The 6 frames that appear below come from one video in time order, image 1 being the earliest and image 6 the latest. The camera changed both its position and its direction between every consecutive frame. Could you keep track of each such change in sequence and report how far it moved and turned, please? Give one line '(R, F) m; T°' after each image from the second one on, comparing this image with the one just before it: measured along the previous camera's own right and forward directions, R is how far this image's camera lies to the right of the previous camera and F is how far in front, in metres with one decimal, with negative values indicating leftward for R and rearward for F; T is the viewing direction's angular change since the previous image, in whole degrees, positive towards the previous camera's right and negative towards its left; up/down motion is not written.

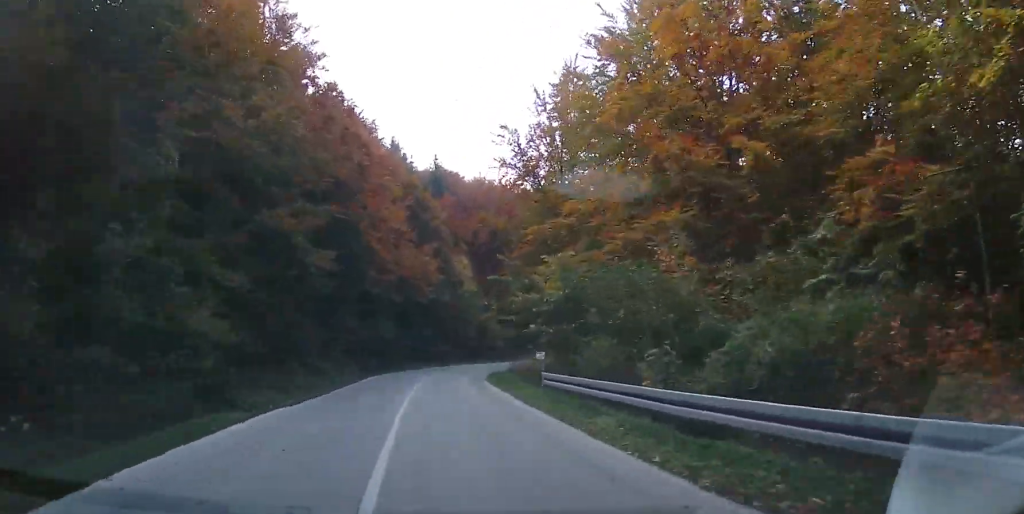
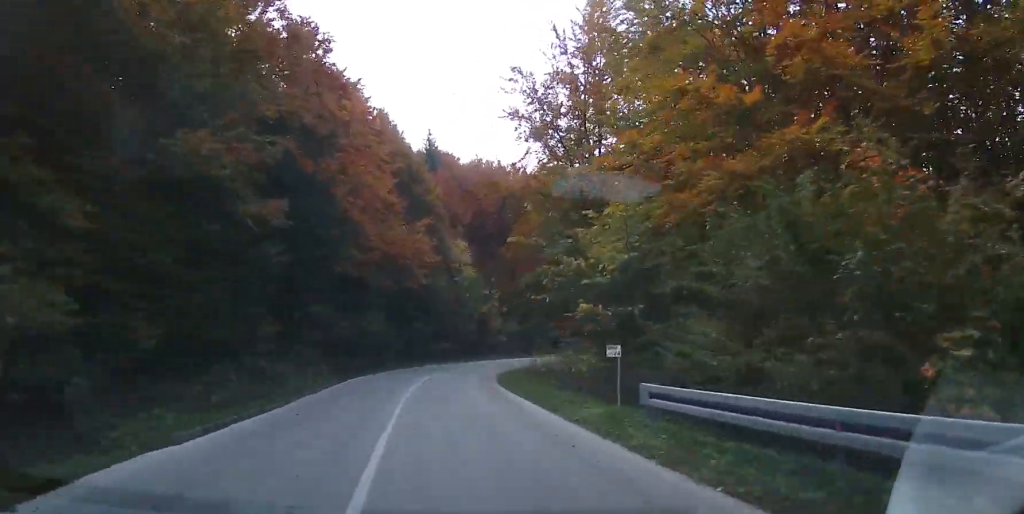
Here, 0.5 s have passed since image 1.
(0.0, +7.6) m; +2°
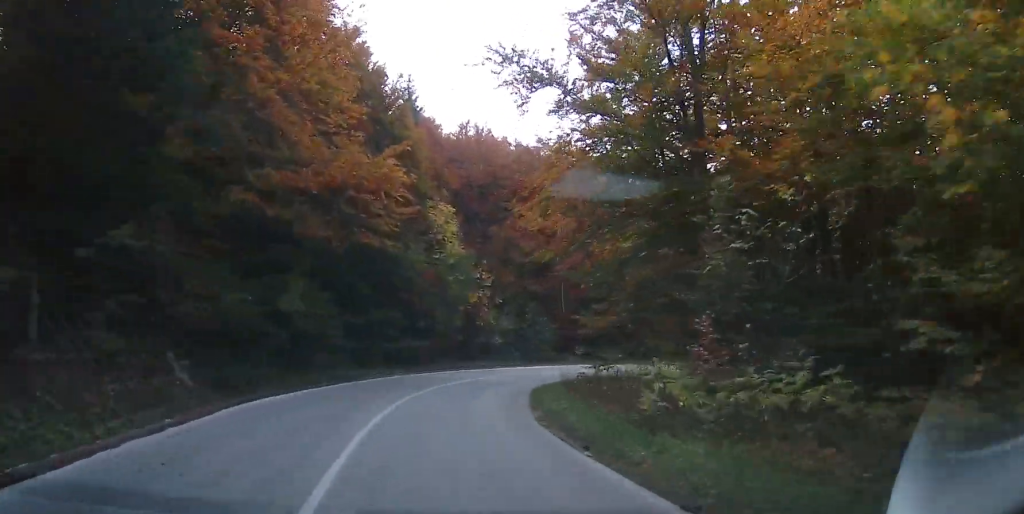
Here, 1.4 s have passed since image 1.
(+0.8, +14.4) m; +7°
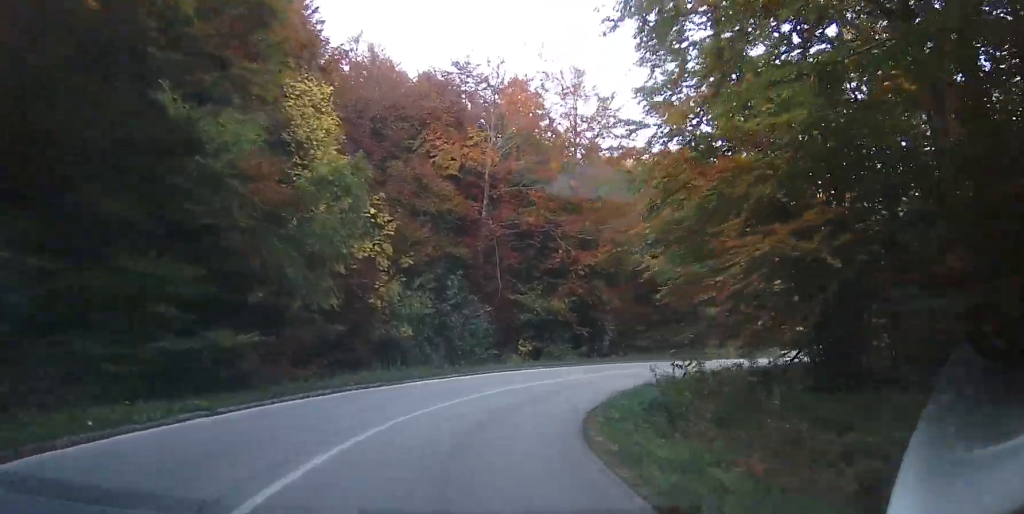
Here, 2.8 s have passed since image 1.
(+1.7, +18.9) m; +11°
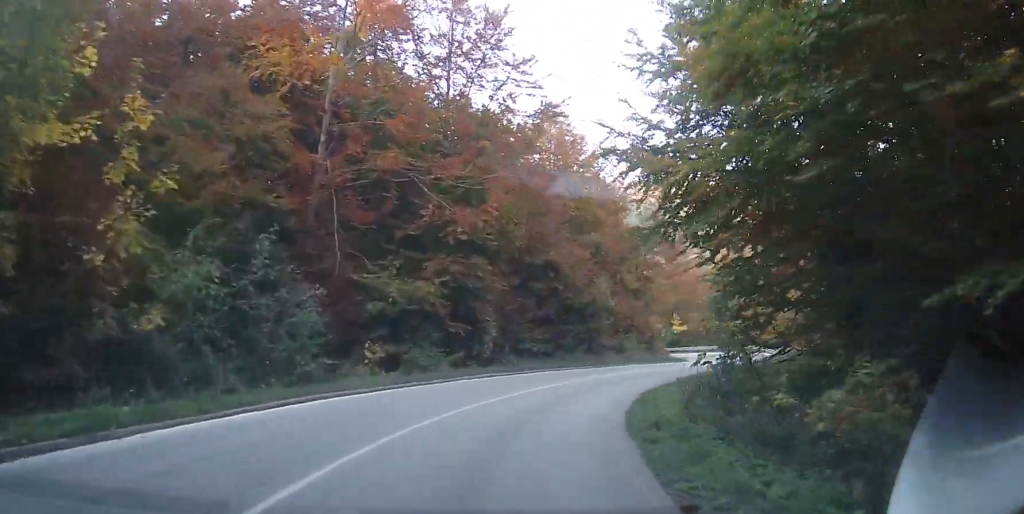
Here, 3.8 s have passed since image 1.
(+1.1, +12.8) m; +12°
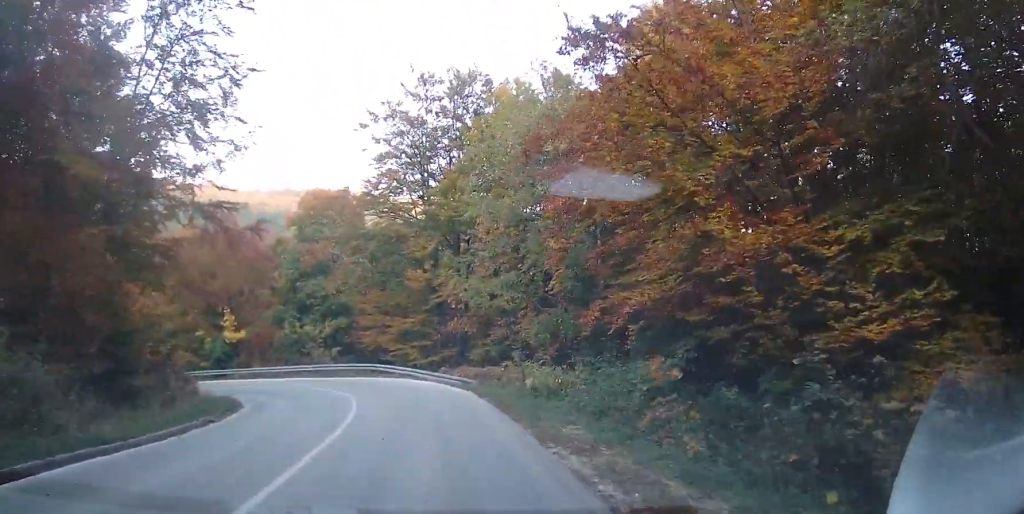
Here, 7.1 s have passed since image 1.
(+12.1, +31.3) m; +37°
